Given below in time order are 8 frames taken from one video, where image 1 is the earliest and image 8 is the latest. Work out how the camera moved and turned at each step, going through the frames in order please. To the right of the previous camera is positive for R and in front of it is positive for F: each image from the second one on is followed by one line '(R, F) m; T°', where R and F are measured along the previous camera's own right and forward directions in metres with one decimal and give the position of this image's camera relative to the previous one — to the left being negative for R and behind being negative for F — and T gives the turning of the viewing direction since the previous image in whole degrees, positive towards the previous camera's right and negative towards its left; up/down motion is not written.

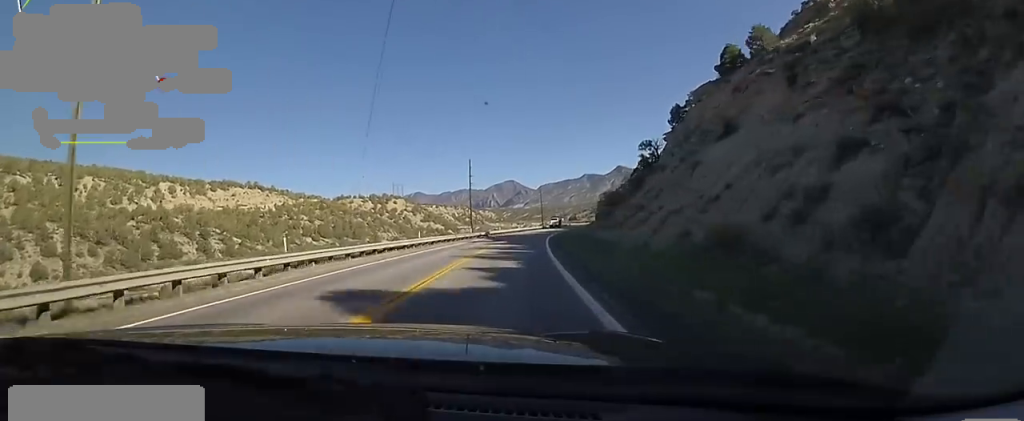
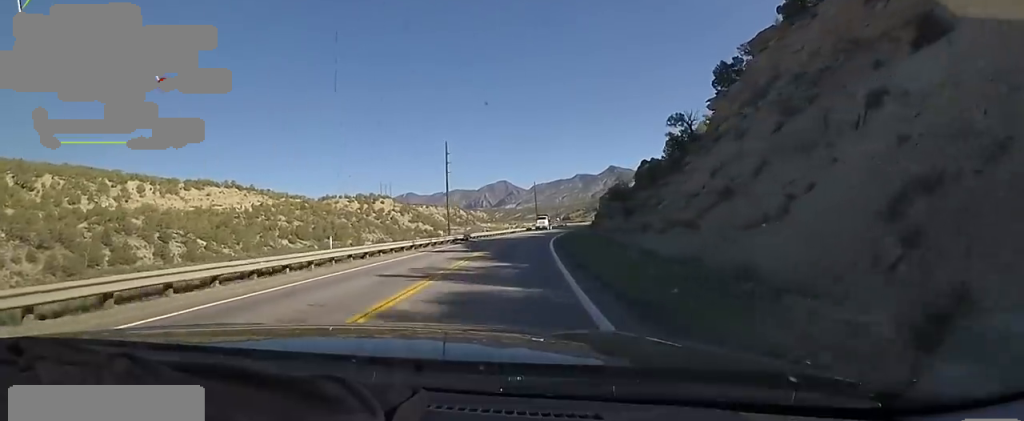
(0.0, +15.5) m; +1°
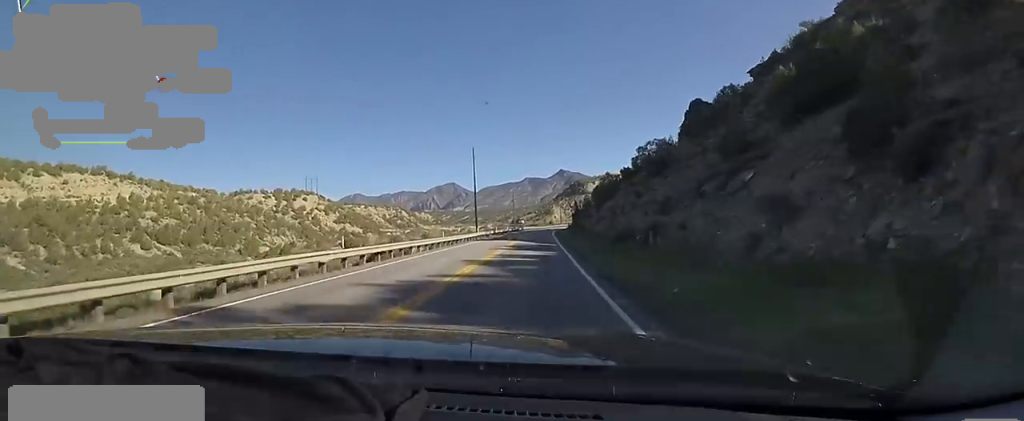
(+2.9, +57.4) m; +7°
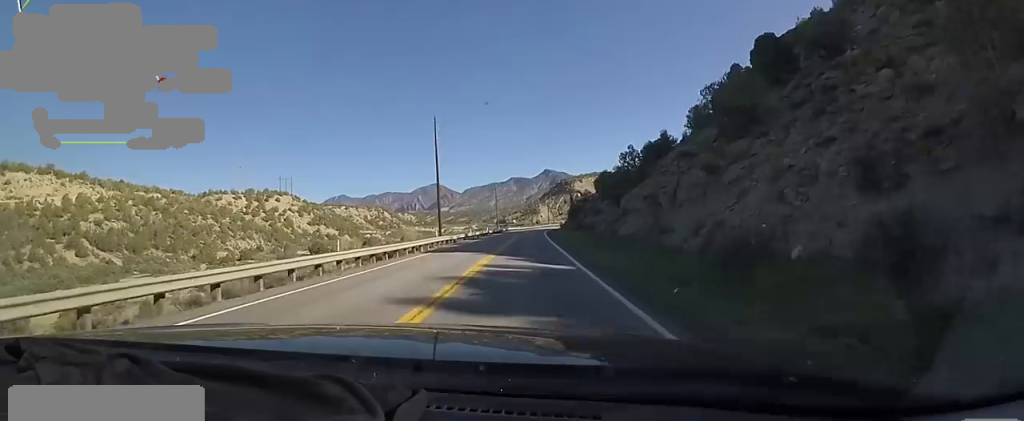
(+0.5, +19.4) m; +3°
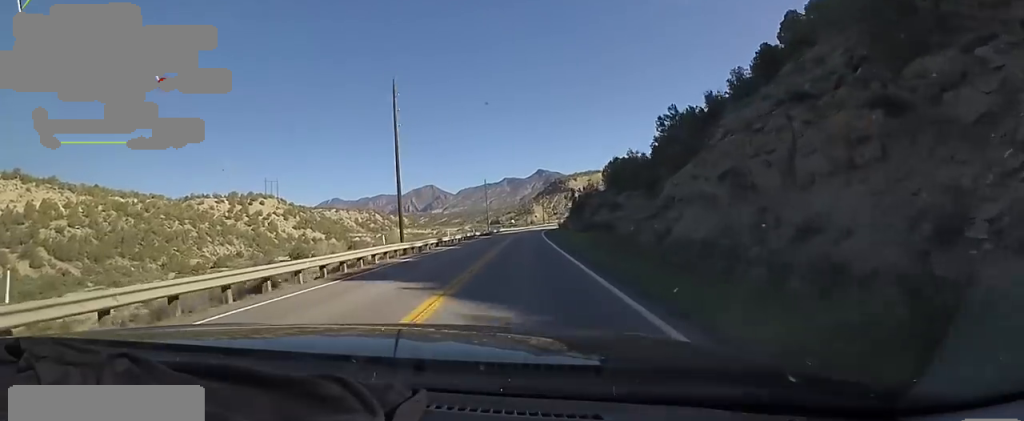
(+0.6, +12.9) m; +1°
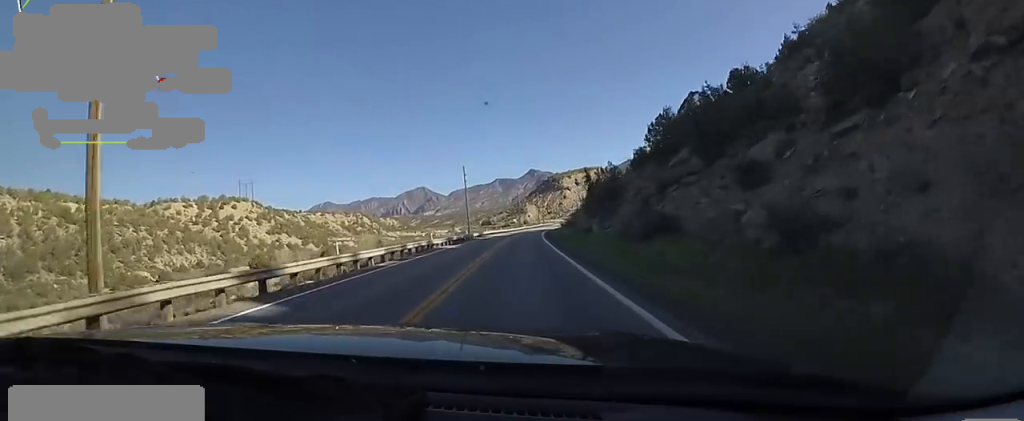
(-0.3, +24.9) m; 0°
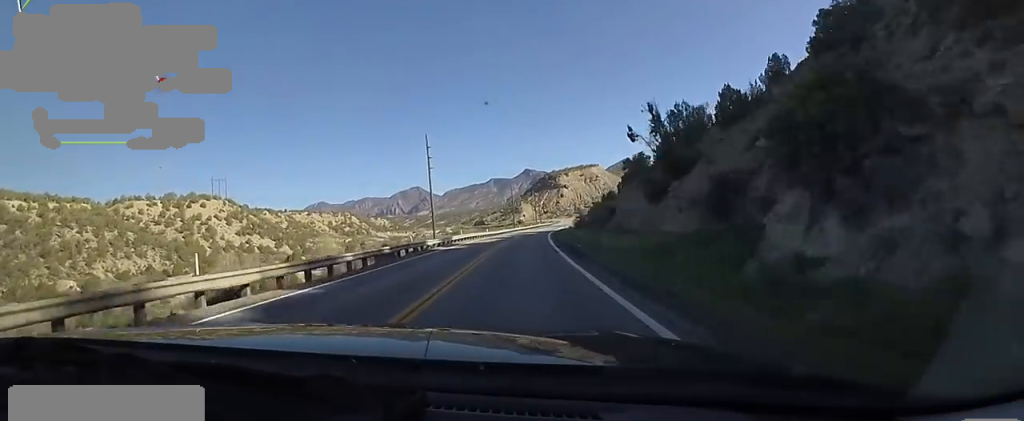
(+0.4, +27.3) m; 0°
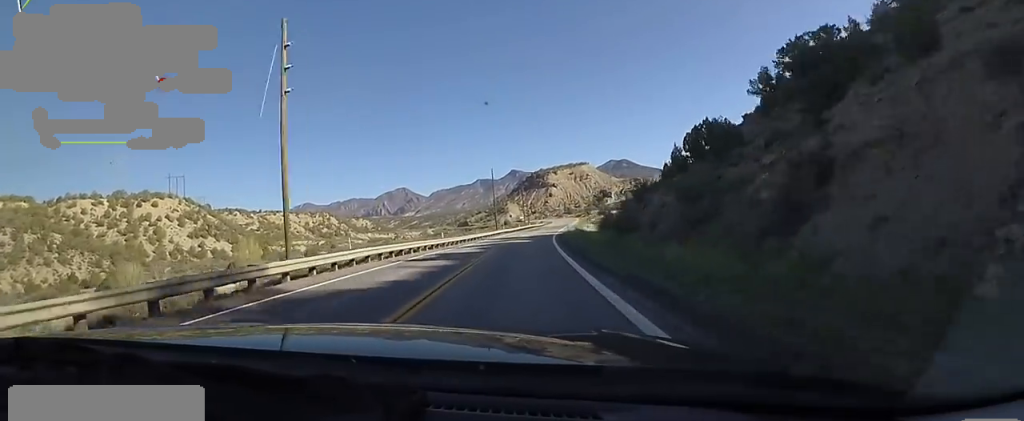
(-0.5, +30.1) m; 0°
